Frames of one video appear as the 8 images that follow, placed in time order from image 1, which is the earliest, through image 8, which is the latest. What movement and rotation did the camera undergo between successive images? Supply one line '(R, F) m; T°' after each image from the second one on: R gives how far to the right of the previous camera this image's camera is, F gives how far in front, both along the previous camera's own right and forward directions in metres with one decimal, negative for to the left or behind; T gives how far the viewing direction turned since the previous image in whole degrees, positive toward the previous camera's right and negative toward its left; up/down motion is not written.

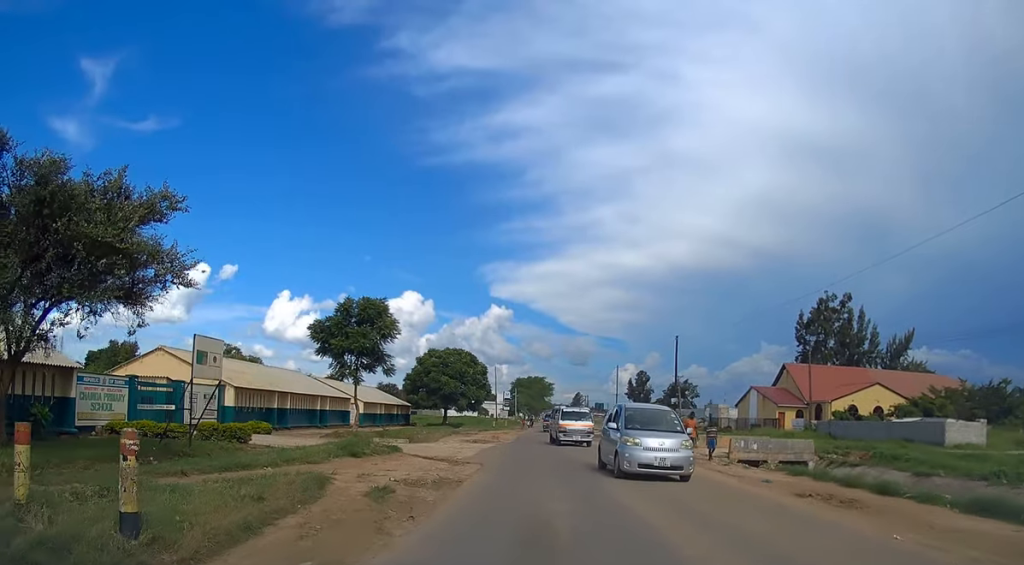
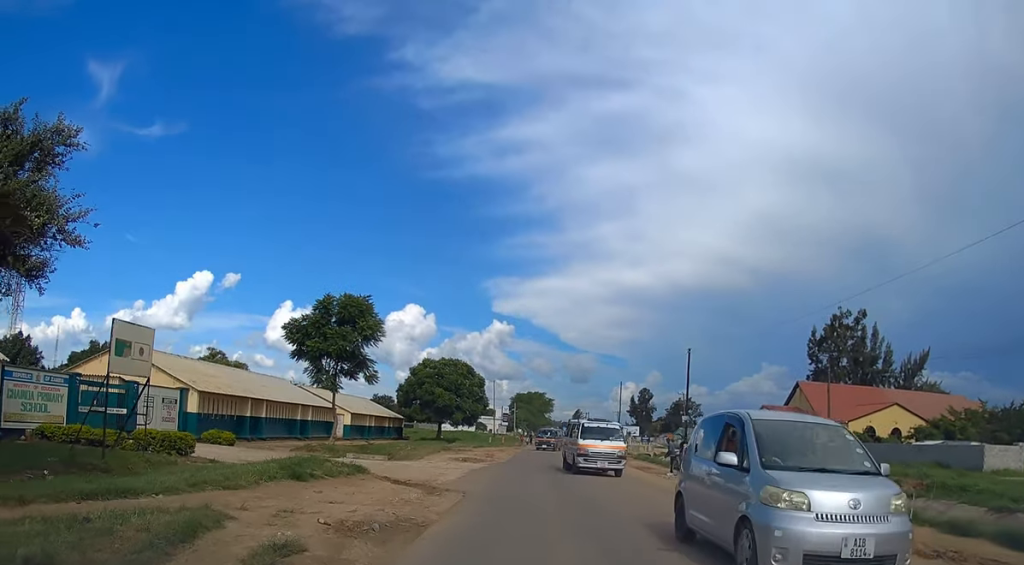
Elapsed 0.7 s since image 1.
(-0.1, +4.7) m; -1°
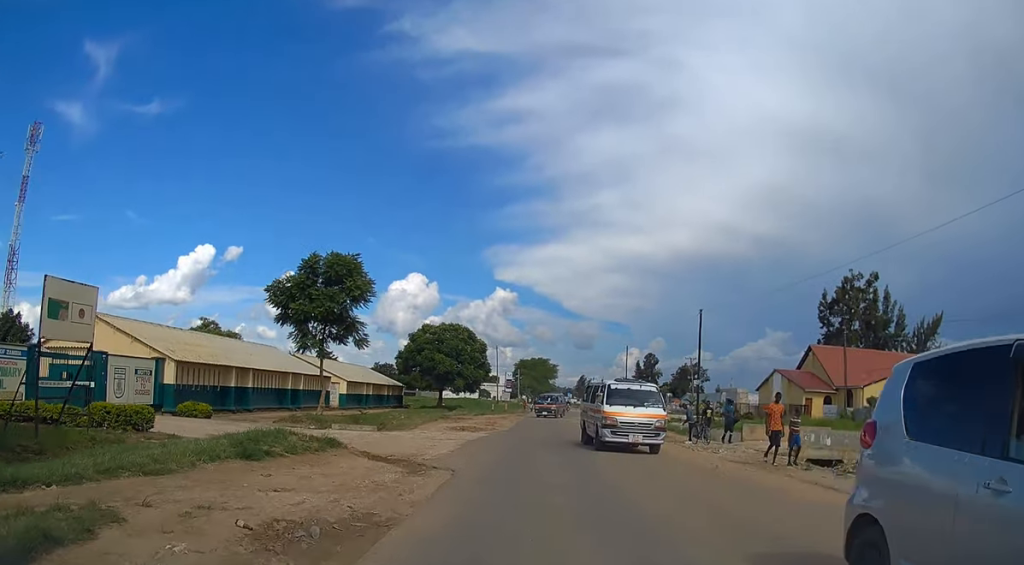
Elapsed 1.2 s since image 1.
(0.0, +2.8) m; 0°
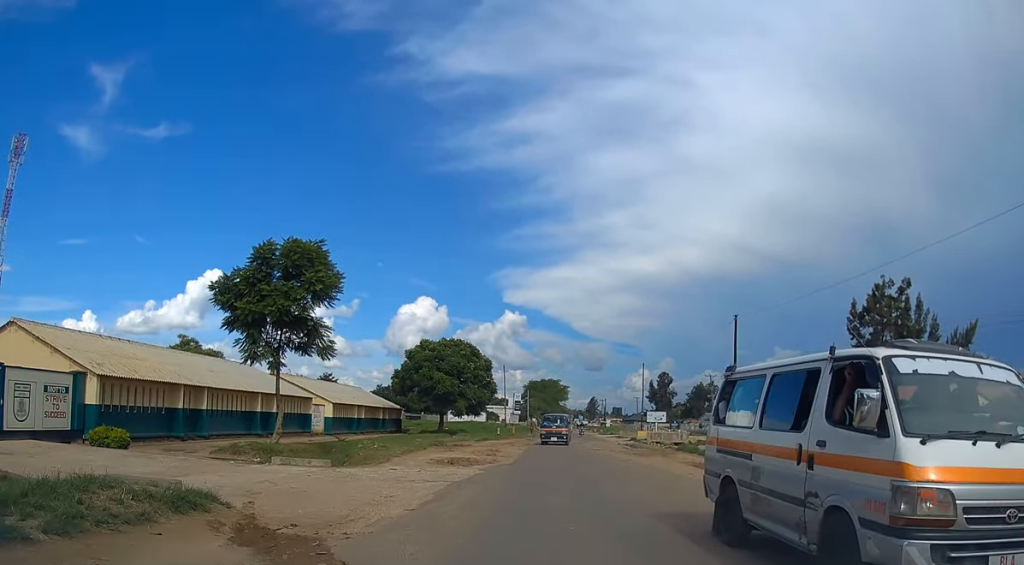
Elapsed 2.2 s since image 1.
(0.0, +7.0) m; 0°
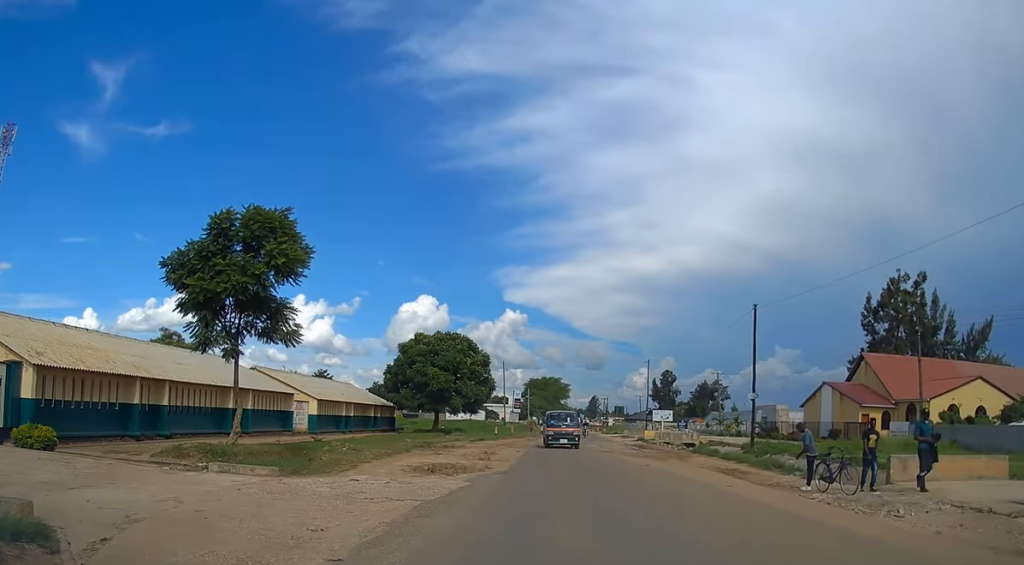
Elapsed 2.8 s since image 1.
(+0.1, +3.9) m; 0°
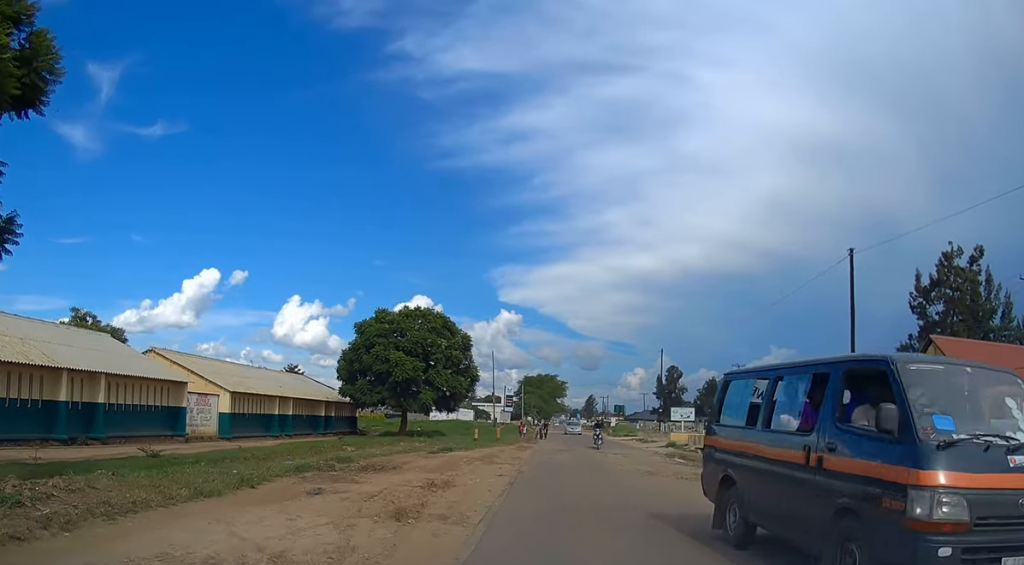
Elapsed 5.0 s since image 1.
(0.0, +14.5) m; +1°
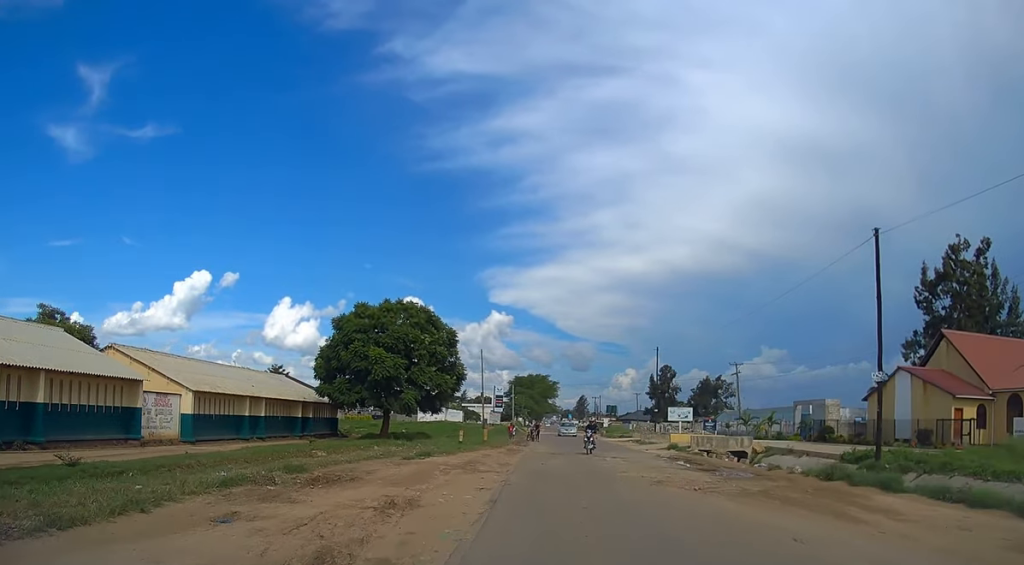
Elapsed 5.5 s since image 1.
(0.0, +3.3) m; 0°
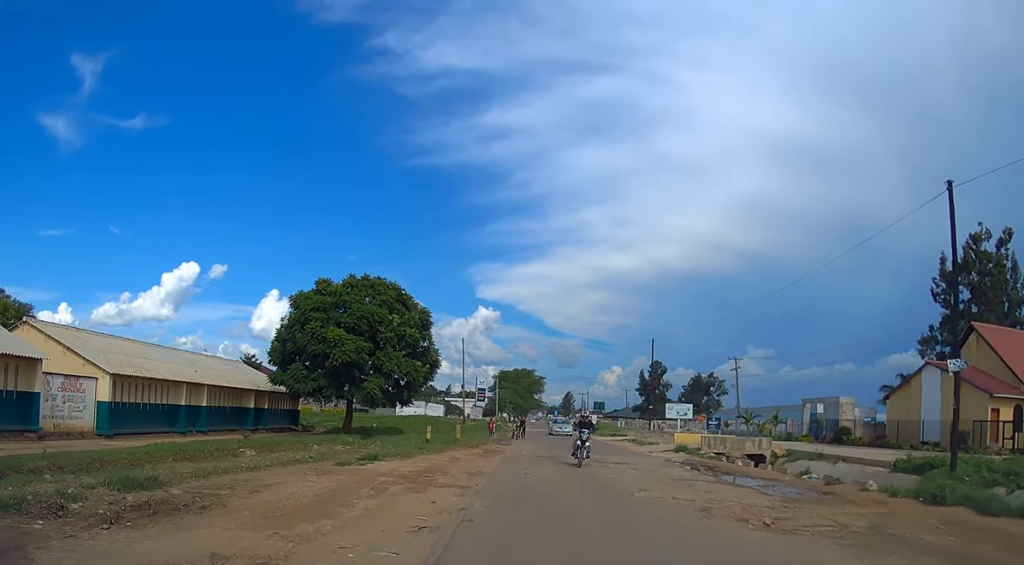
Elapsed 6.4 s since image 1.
(0.0, +6.0) m; +1°
